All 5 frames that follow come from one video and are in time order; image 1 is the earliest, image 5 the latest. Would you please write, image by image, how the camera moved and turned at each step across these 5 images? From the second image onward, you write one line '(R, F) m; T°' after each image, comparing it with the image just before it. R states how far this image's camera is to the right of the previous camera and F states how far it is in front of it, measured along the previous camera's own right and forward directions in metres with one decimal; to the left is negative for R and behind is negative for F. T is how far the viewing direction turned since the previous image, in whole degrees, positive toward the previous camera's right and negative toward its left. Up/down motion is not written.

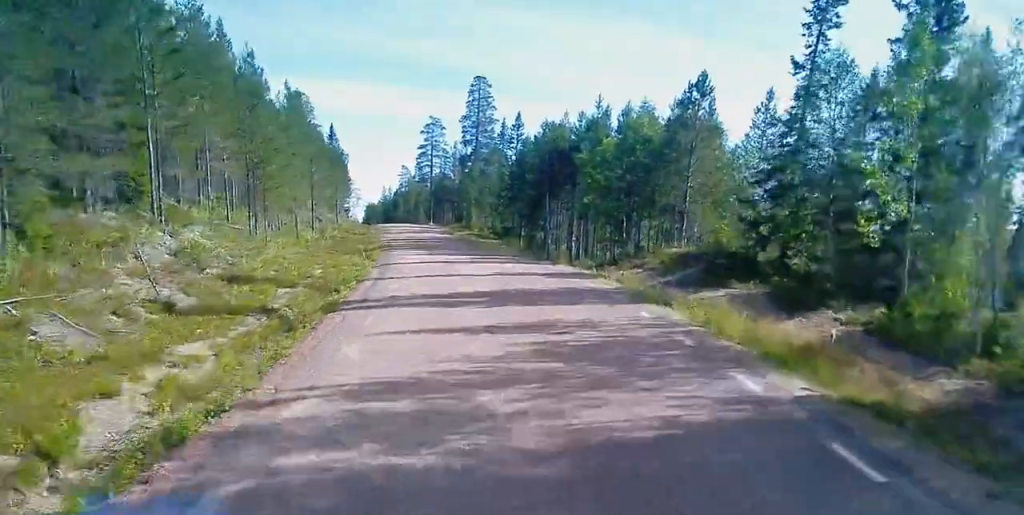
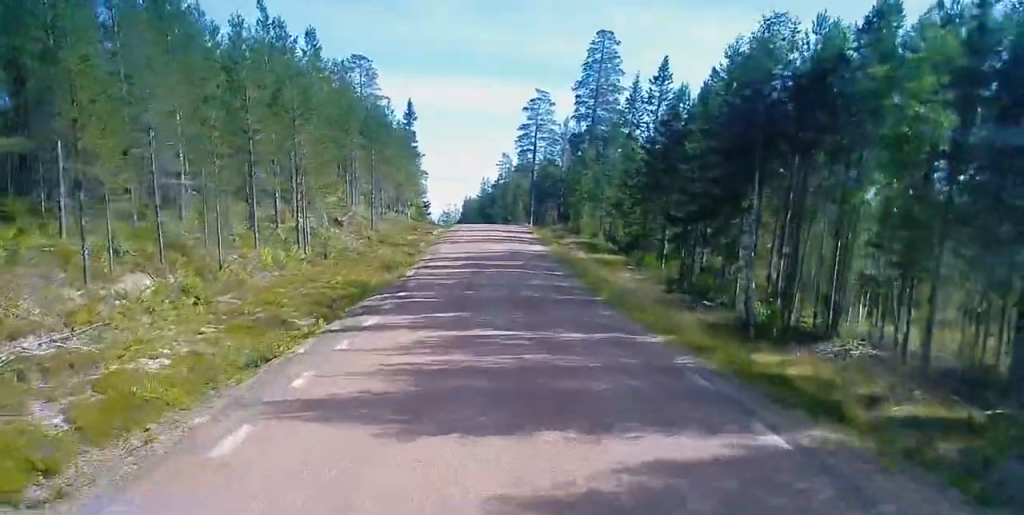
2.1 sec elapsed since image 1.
(-3.1, +27.9) m; -13°
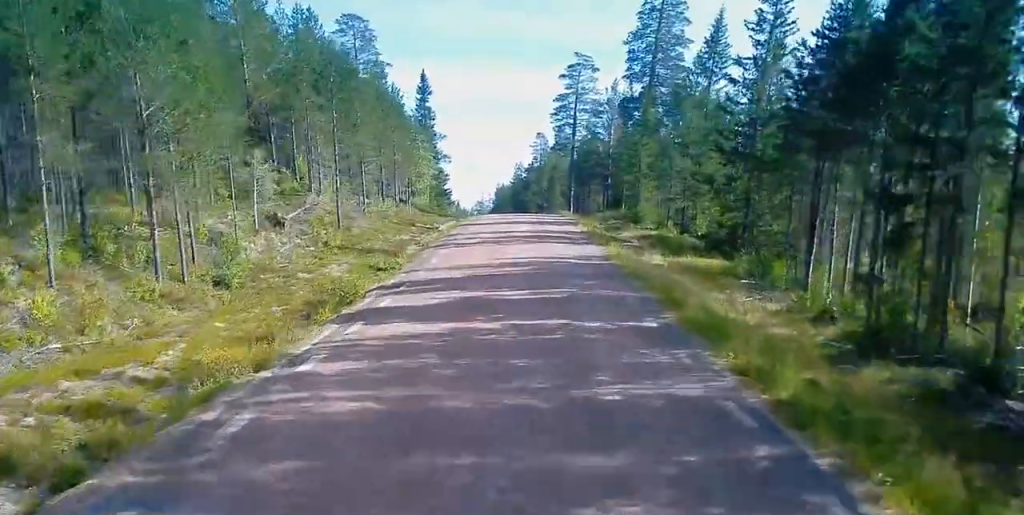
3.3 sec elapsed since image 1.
(+0.2, +17.8) m; +3°
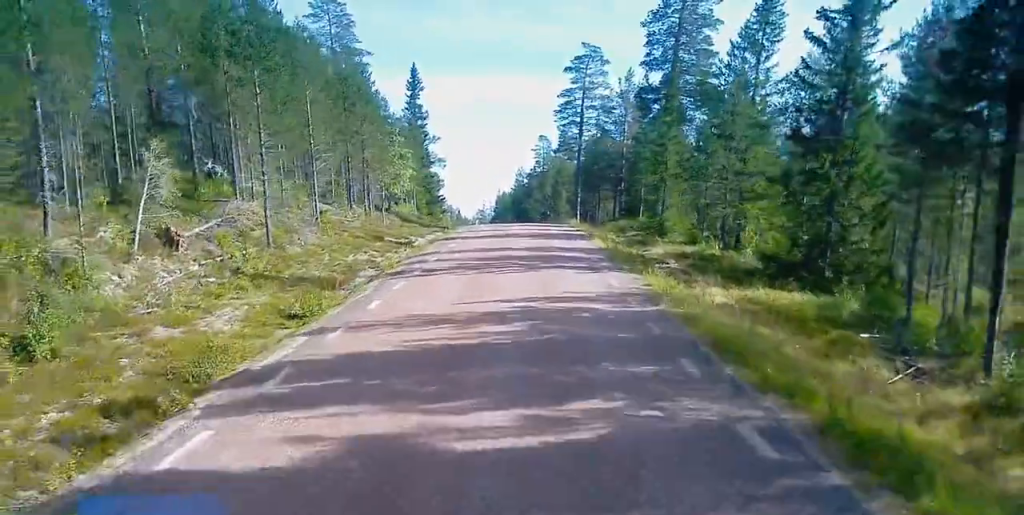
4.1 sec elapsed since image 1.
(+0.4, +10.4) m; +2°
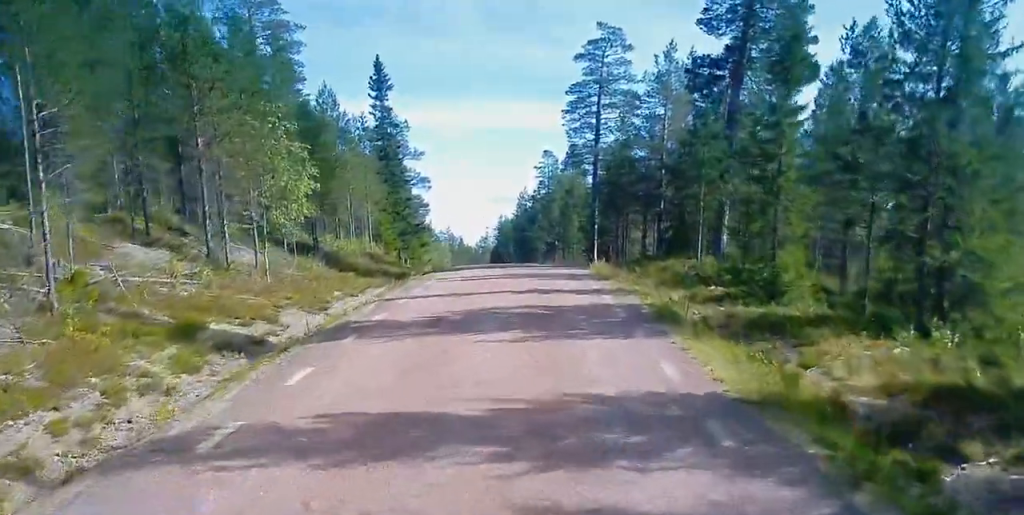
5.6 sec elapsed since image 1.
(+0.1, +20.8) m; 0°
